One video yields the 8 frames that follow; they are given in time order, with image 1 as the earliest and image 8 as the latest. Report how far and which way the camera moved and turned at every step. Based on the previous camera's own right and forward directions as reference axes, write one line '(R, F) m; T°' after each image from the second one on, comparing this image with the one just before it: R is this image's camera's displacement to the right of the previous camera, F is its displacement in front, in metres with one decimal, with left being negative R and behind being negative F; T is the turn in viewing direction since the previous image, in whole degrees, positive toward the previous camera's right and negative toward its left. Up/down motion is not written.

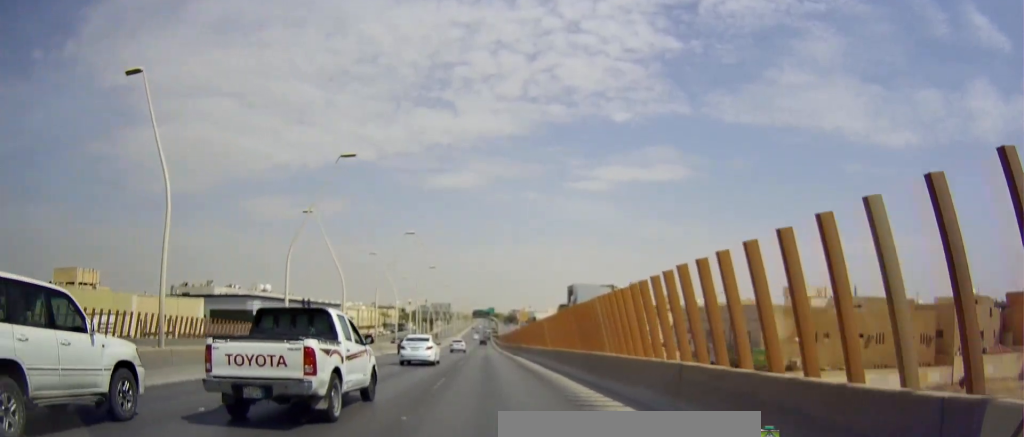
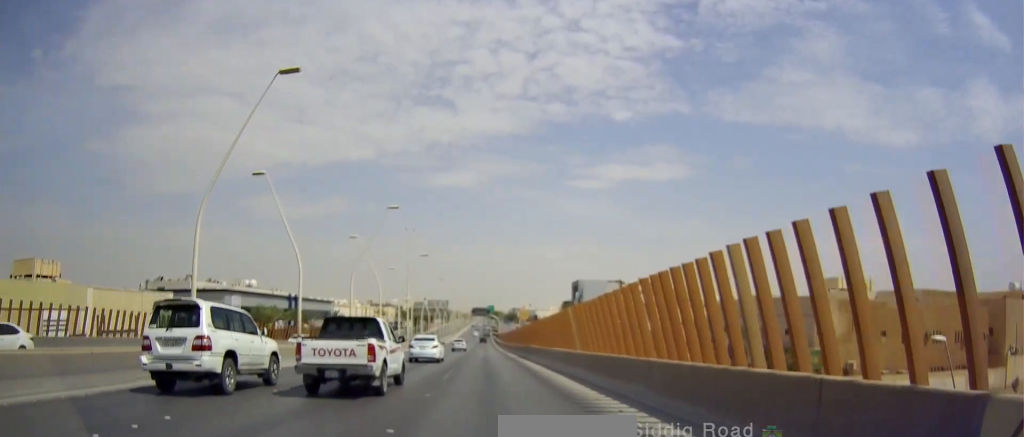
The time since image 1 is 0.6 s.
(-0.4, +10.4) m; 0°
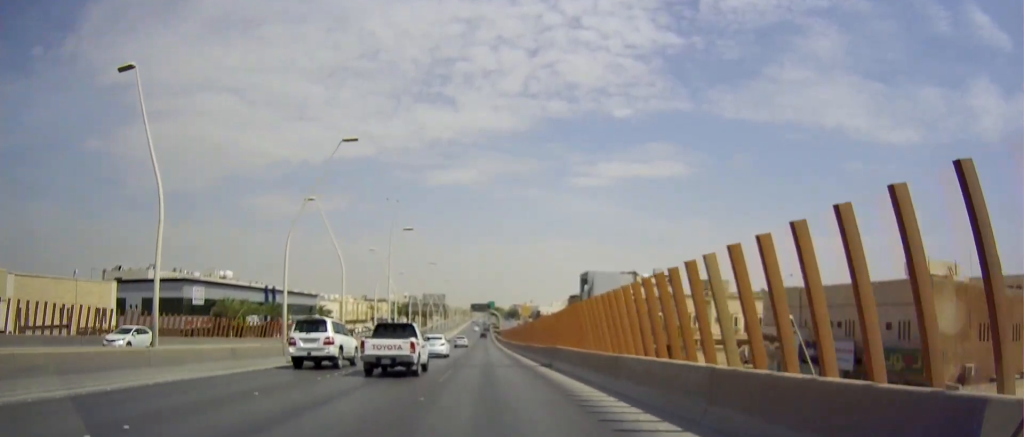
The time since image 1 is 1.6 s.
(+0.4, +15.2) m; +1°
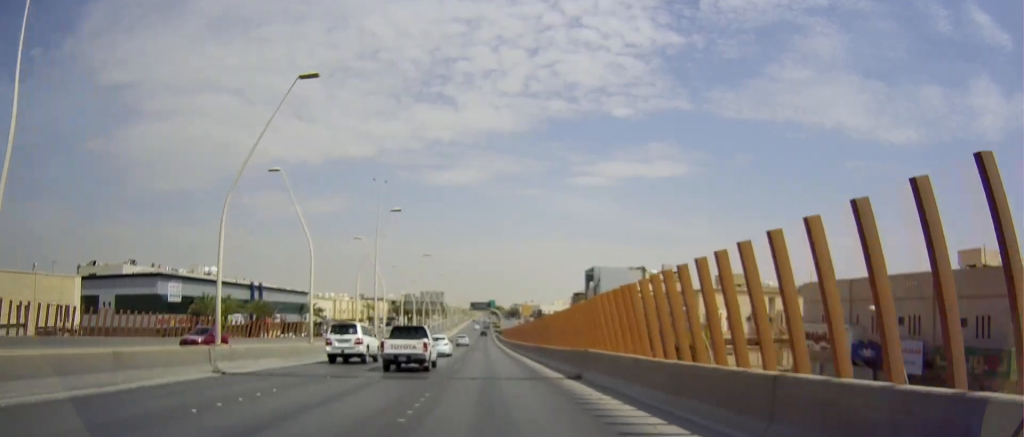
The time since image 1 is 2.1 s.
(0.0, +7.9) m; 0°
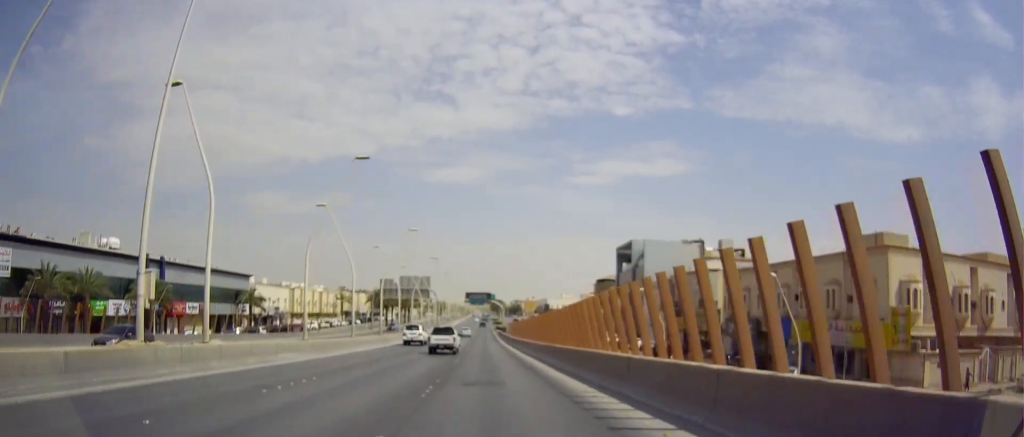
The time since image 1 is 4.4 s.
(0.0, +38.4) m; -1°
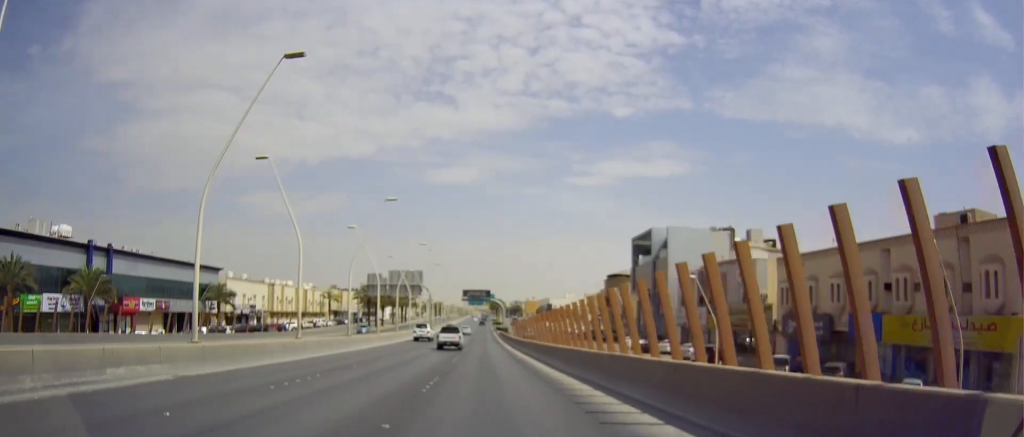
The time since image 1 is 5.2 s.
(-0.1, +13.3) m; 0°
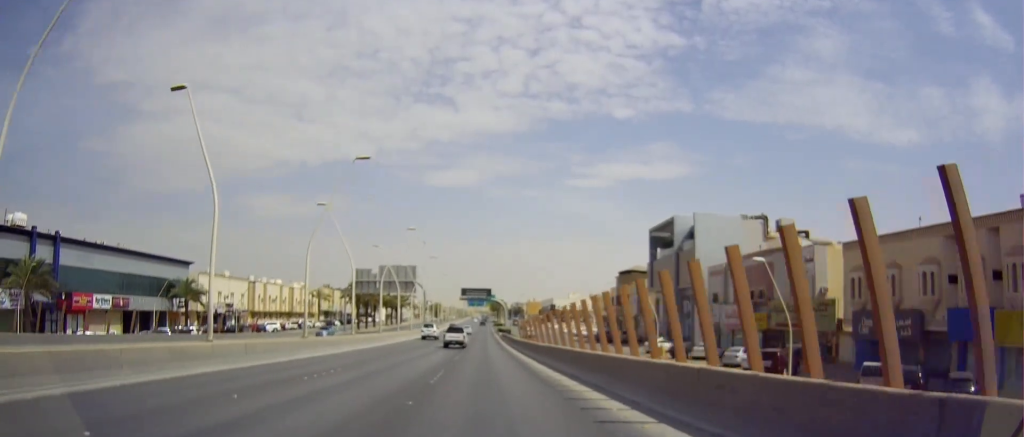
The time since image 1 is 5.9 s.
(-0.2, +11.1) m; +1°
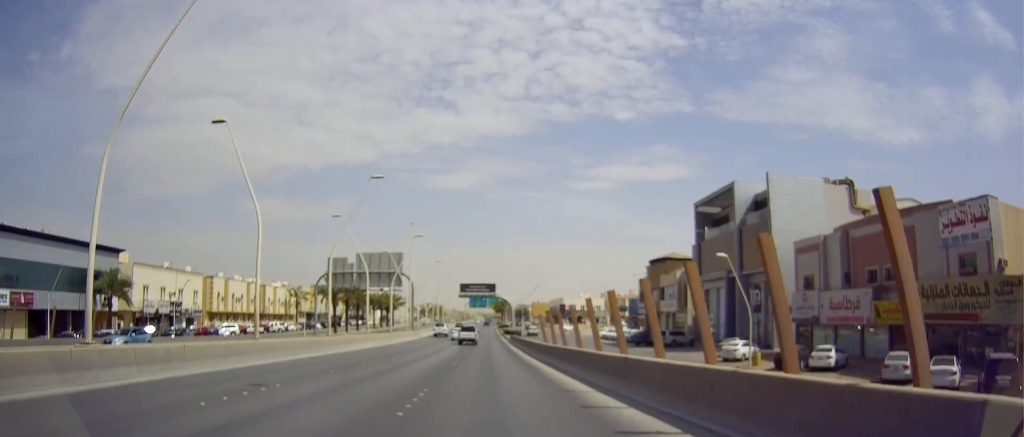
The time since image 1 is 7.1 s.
(+0.3, +20.6) m; -1°
